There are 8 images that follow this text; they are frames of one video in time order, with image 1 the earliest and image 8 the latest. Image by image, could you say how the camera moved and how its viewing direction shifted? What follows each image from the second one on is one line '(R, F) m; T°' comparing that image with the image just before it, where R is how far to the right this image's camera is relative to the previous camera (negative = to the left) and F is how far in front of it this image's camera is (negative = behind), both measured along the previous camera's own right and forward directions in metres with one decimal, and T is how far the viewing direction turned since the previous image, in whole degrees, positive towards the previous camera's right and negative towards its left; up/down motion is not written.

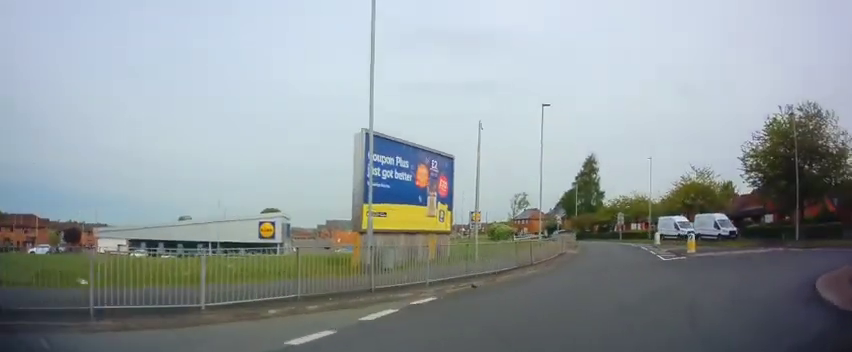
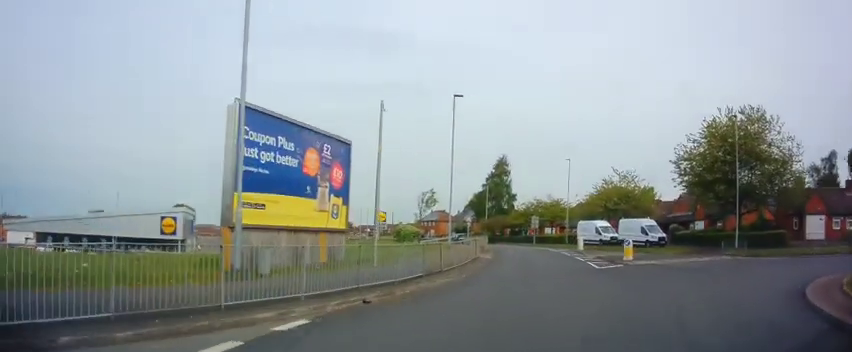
(+0.5, +2.8) m; +8°
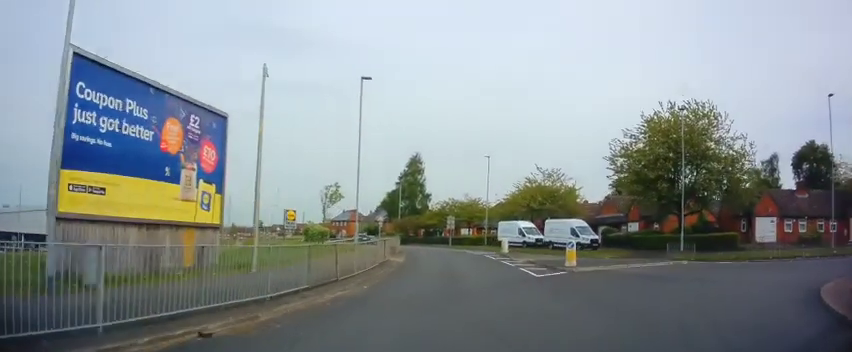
(+0.3, +3.3) m; +9°
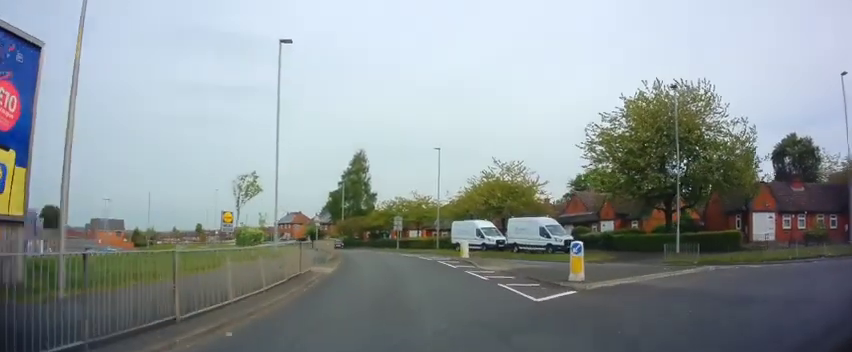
(+0.5, +5.6) m; +7°
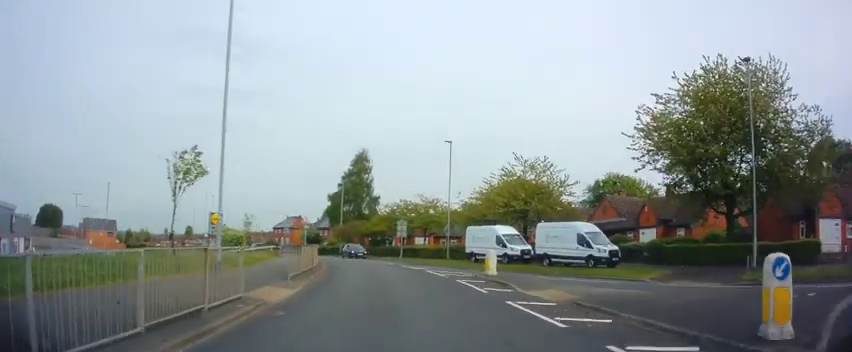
(+0.3, +6.5) m; +3°
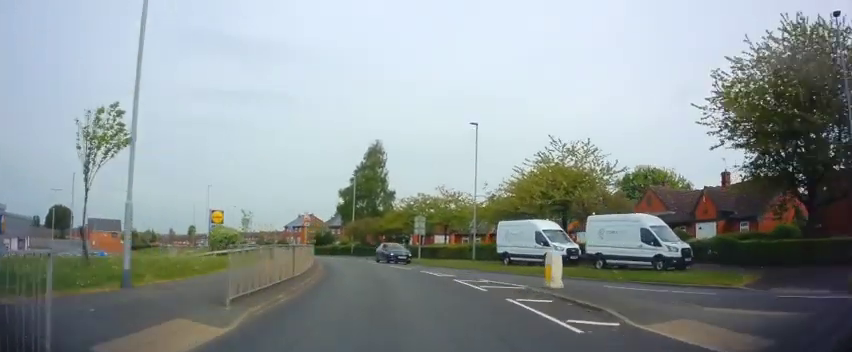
(+0.2, +5.5) m; 0°
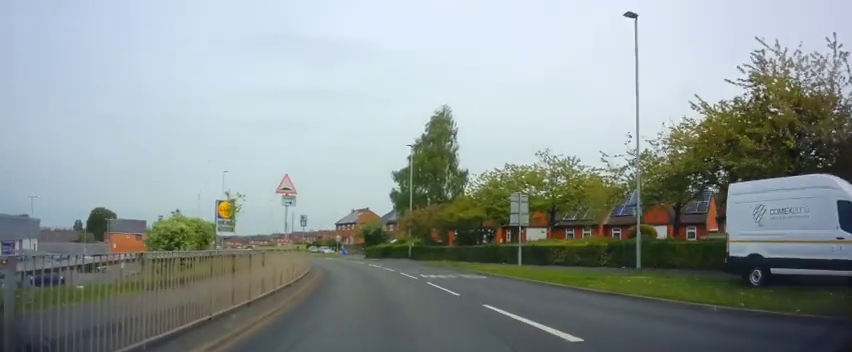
(-0.5, +17.2) m; -6°
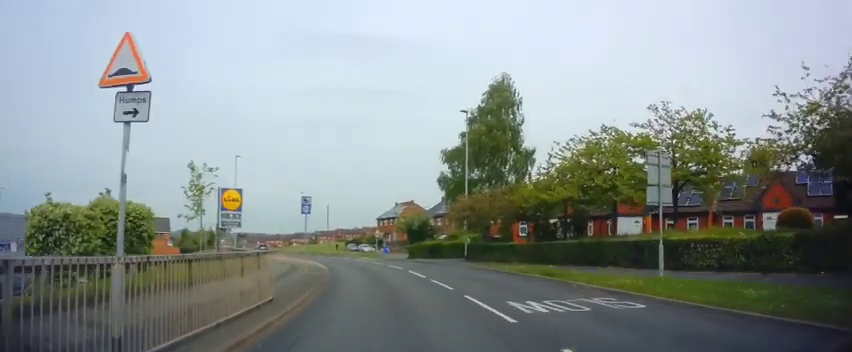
(-0.8, +10.2) m; -6°
